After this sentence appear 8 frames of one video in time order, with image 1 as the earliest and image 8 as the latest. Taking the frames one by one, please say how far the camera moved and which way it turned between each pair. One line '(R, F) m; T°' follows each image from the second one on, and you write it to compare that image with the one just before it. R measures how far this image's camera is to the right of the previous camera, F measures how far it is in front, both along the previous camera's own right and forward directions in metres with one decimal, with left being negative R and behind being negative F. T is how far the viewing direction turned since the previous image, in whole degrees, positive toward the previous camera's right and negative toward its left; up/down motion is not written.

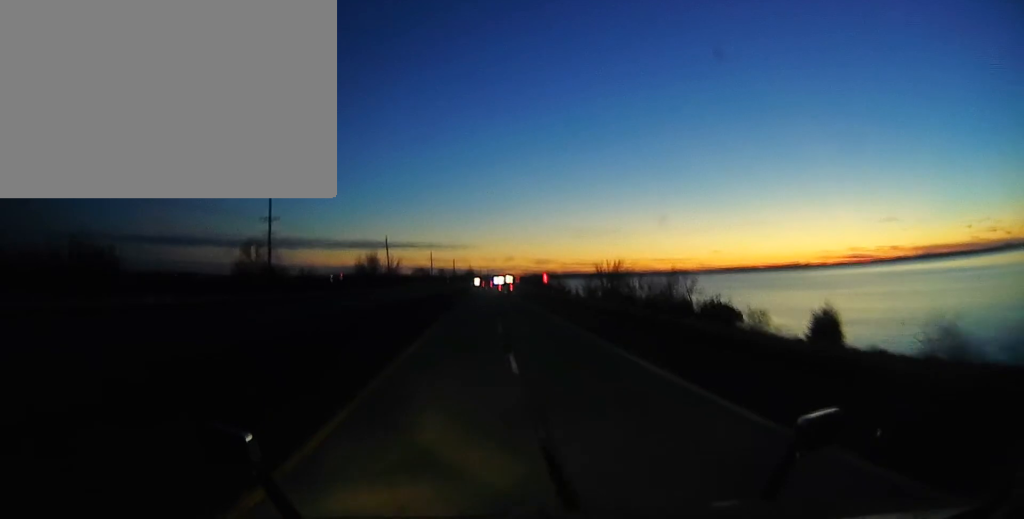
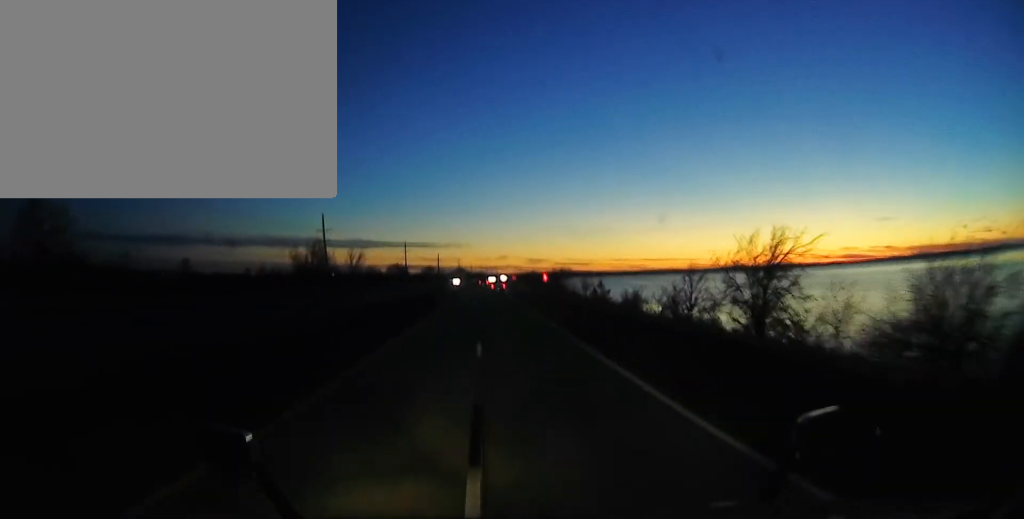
(+2.2, +52.0) m; +4°
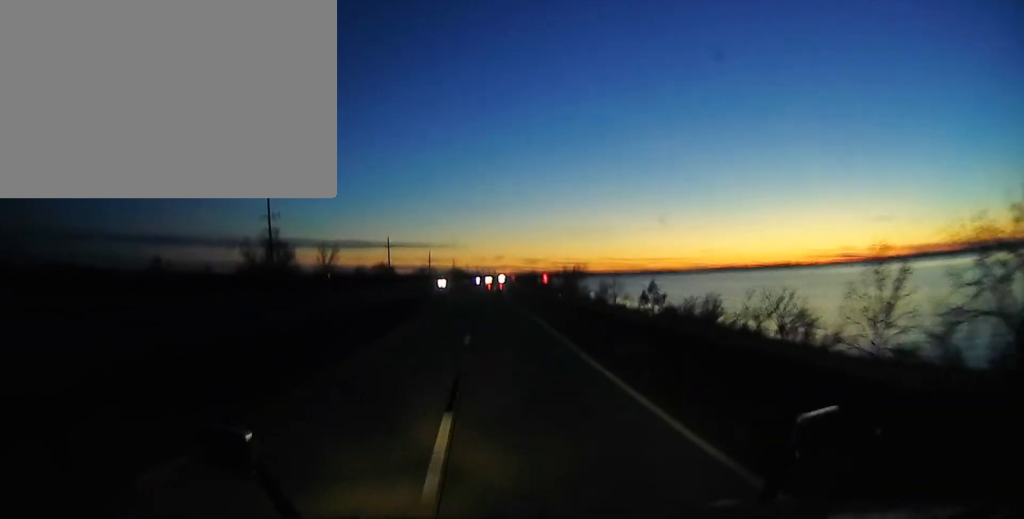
(+0.1, +24.2) m; -1°
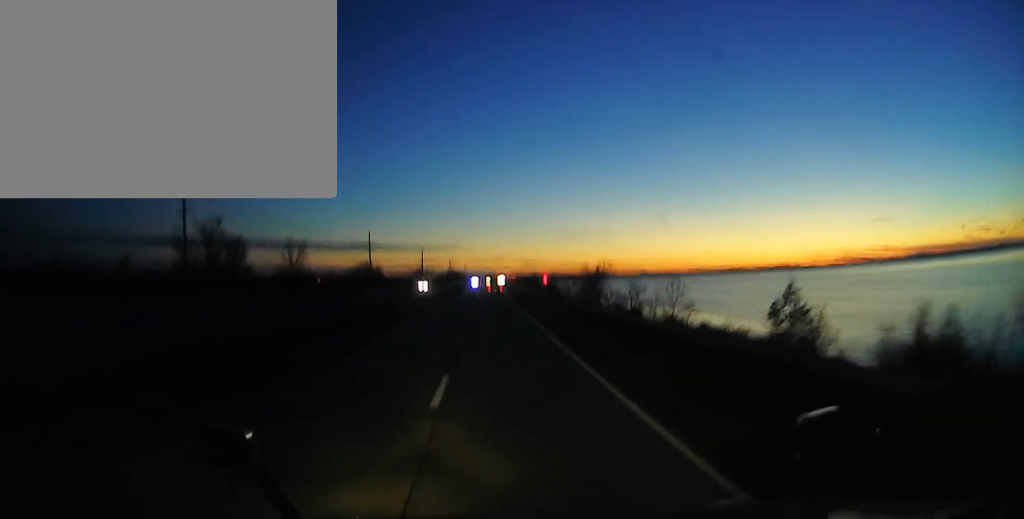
(-0.3, +23.0) m; -1°
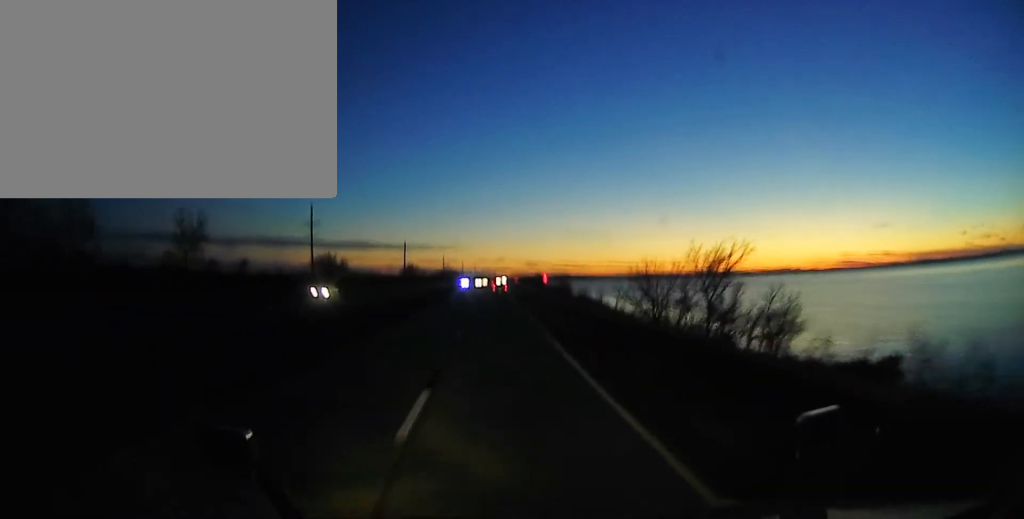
(-0.3, +42.9) m; +1°
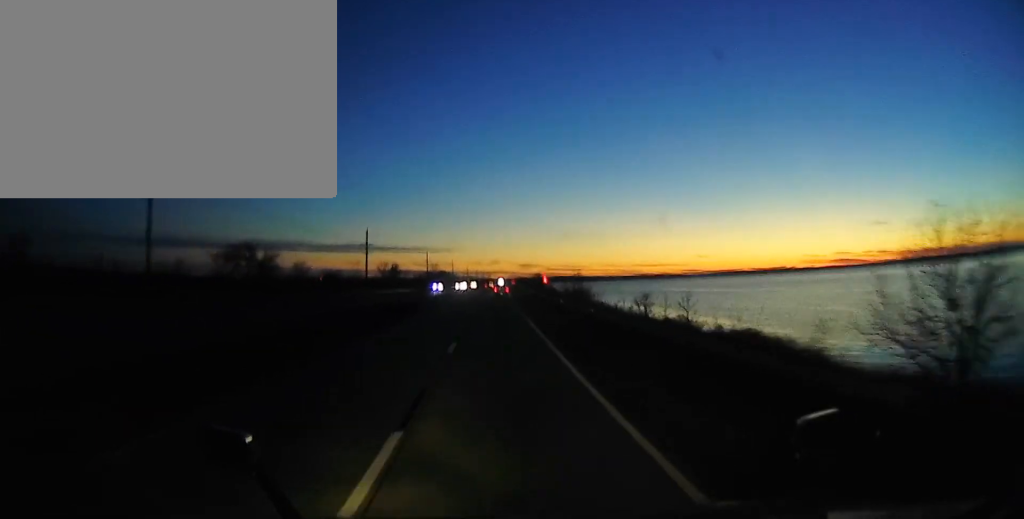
(+0.8, +44.1) m; +1°
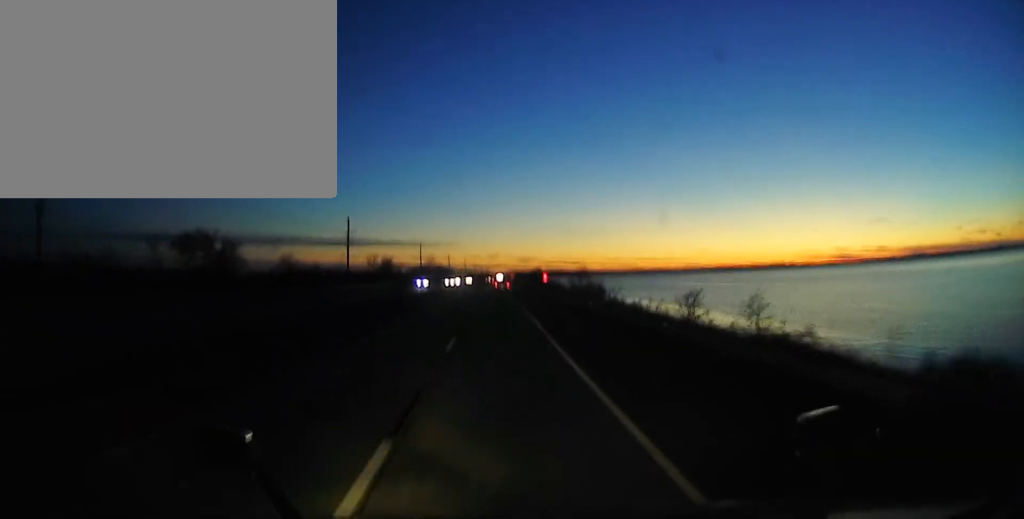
(0.0, +14.7) m; 0°
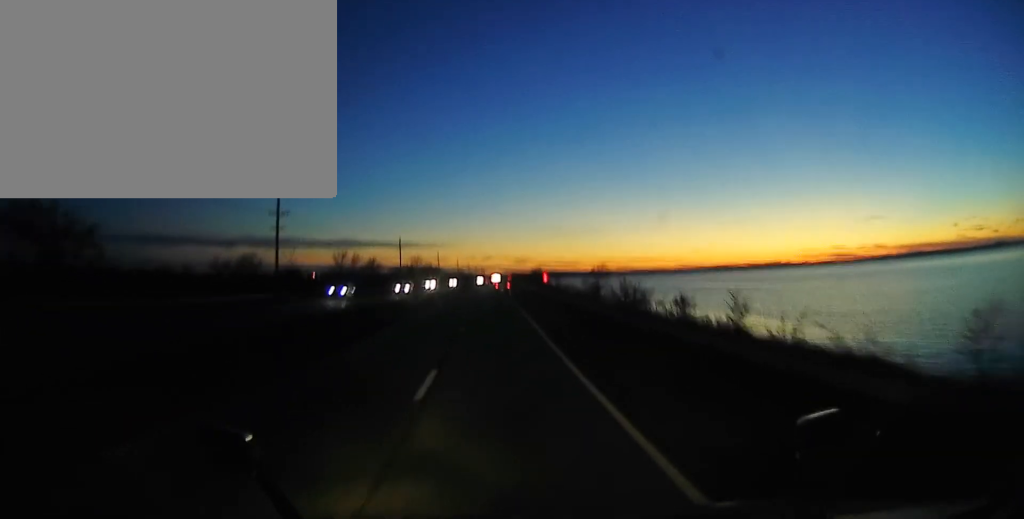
(0.0, +34.6) m; 0°
